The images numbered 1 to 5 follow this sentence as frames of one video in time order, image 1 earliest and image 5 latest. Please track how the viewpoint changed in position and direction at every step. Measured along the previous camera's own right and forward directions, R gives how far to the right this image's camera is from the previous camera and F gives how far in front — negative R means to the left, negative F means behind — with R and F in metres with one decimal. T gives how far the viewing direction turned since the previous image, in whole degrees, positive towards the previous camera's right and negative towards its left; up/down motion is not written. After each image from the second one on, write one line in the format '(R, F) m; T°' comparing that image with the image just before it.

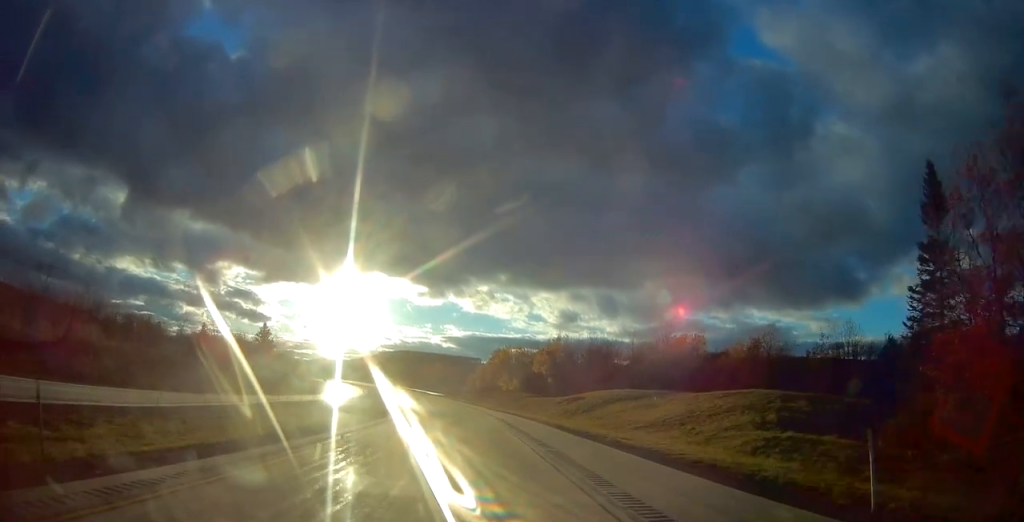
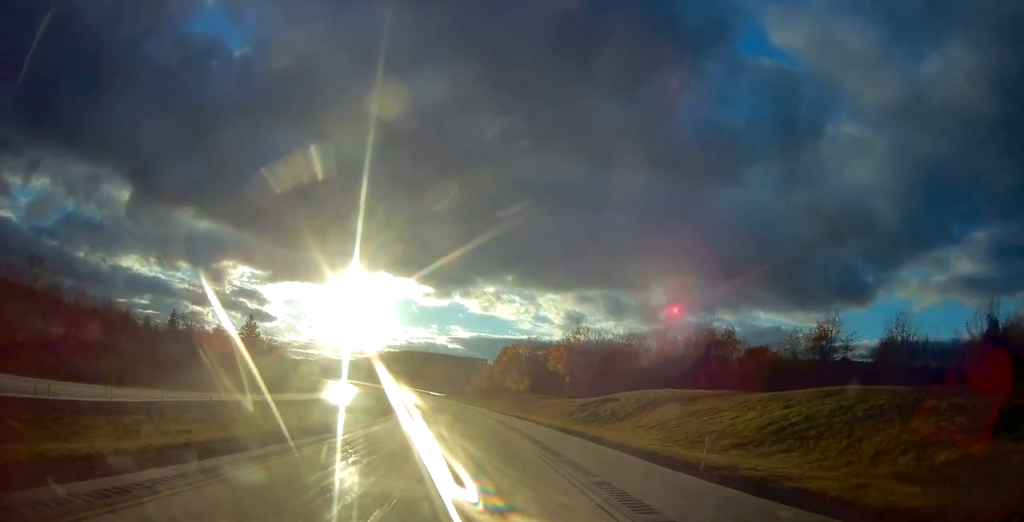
(-0.1, +16.3) m; -1°
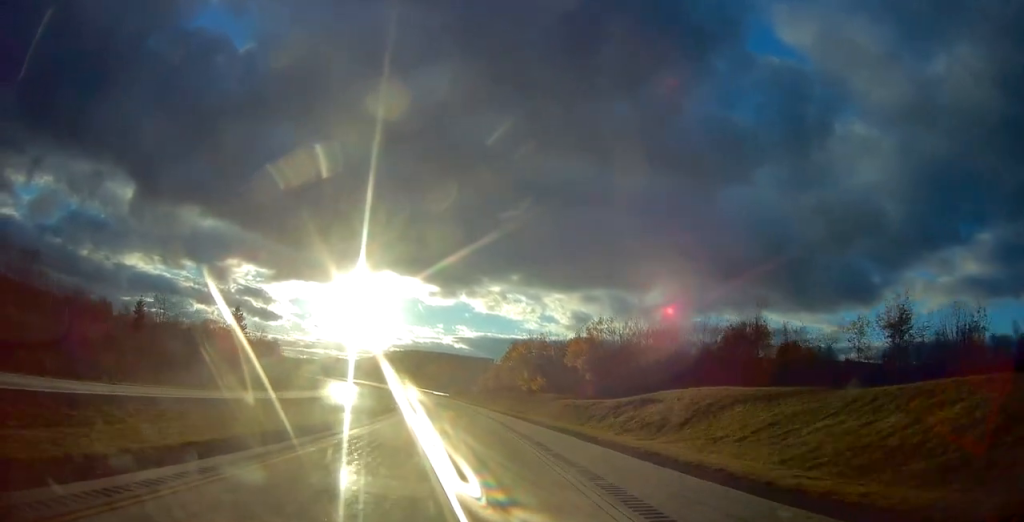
(0.0, +14.3) m; -1°
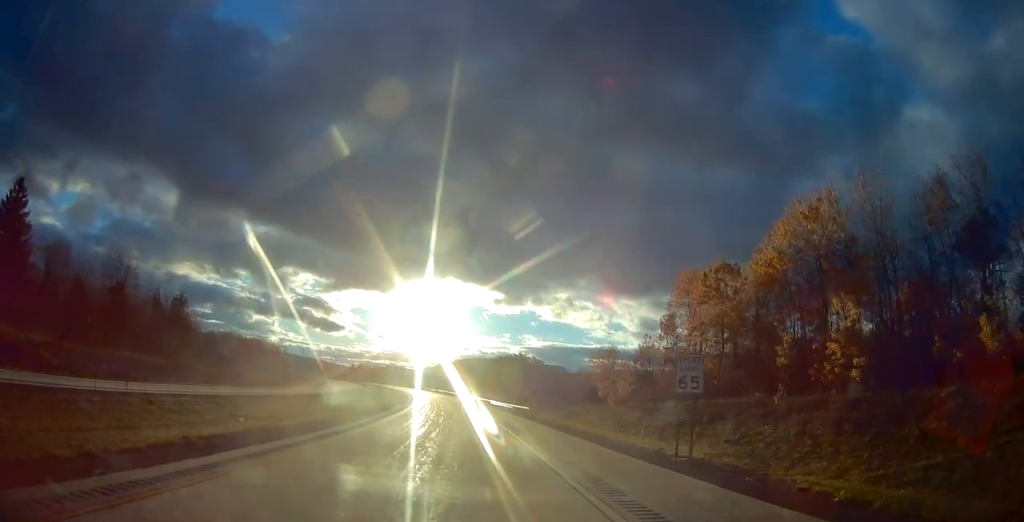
(-5.0, +101.1) m; -6°
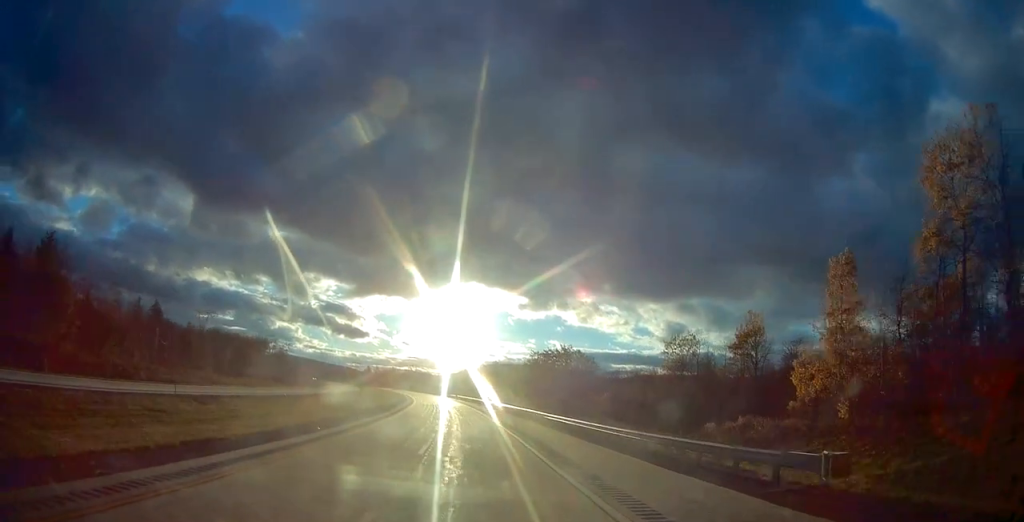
(-0.9, +42.9) m; -3°
